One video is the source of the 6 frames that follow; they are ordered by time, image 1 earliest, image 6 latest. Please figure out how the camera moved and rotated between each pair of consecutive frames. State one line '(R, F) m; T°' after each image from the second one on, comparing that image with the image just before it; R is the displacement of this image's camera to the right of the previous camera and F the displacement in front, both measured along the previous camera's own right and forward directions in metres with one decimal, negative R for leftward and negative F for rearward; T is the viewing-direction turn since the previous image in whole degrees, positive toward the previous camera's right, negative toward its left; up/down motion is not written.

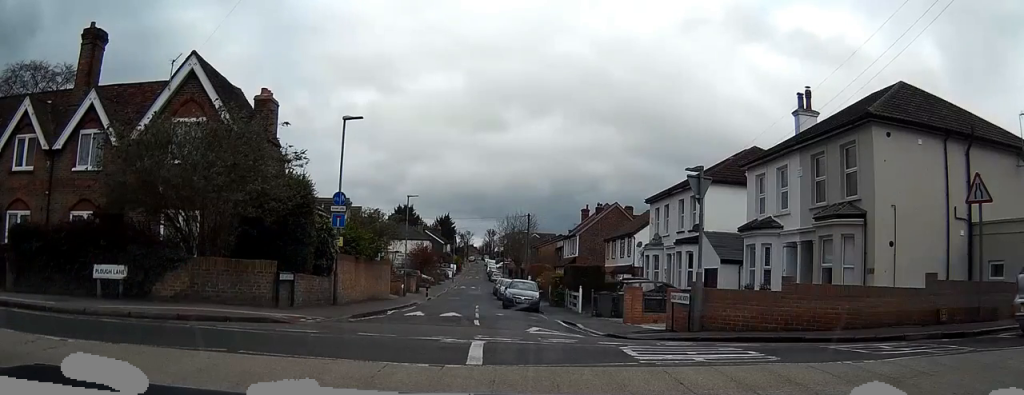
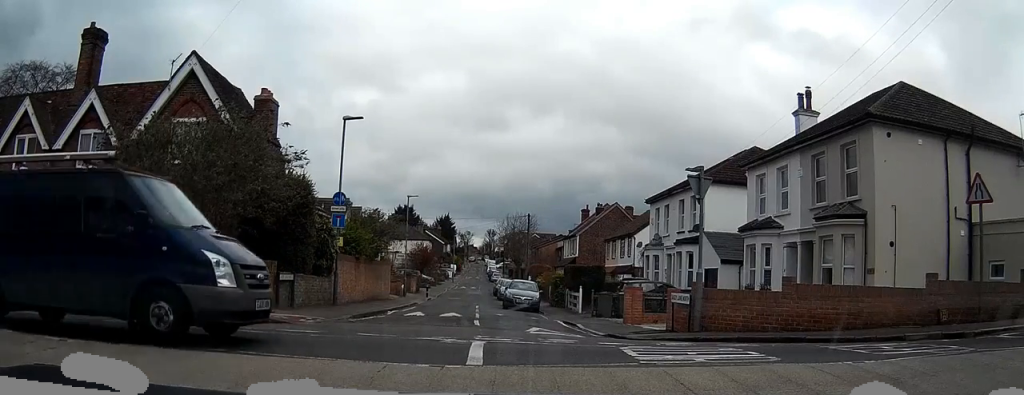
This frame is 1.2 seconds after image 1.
(0.0, +0.3) m; 0°
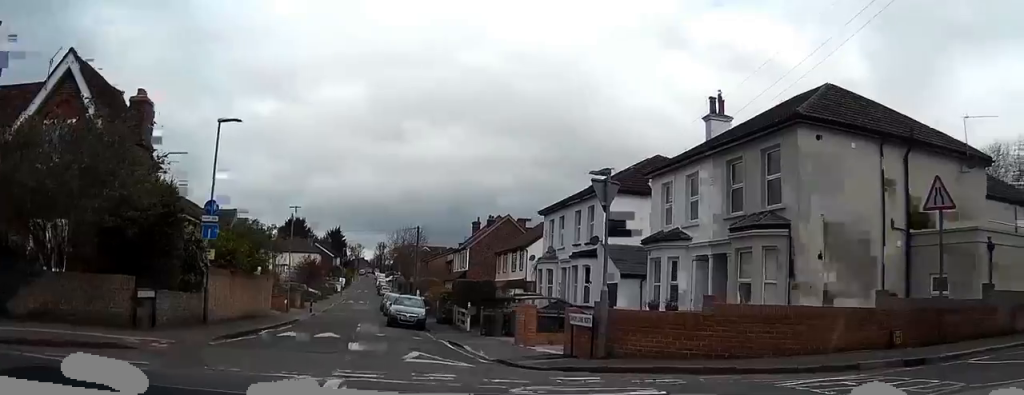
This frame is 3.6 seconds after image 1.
(0.0, +3.2) m; +16°
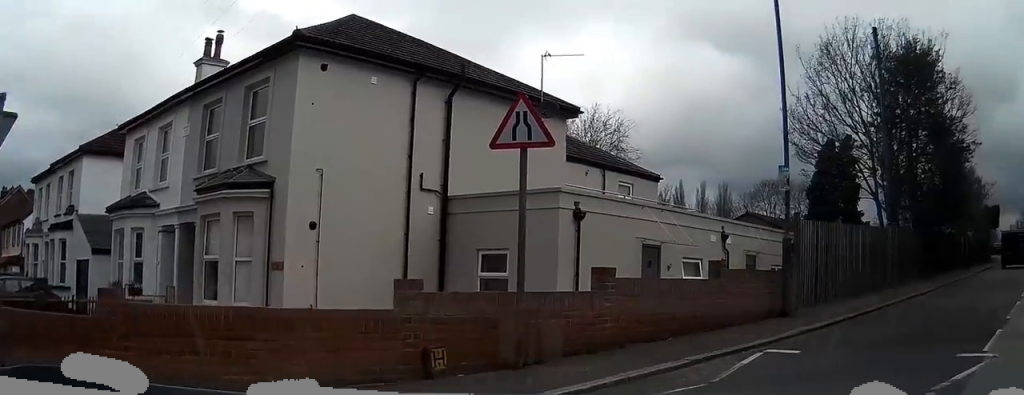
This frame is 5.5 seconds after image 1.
(+1.8, +5.0) m; +37°
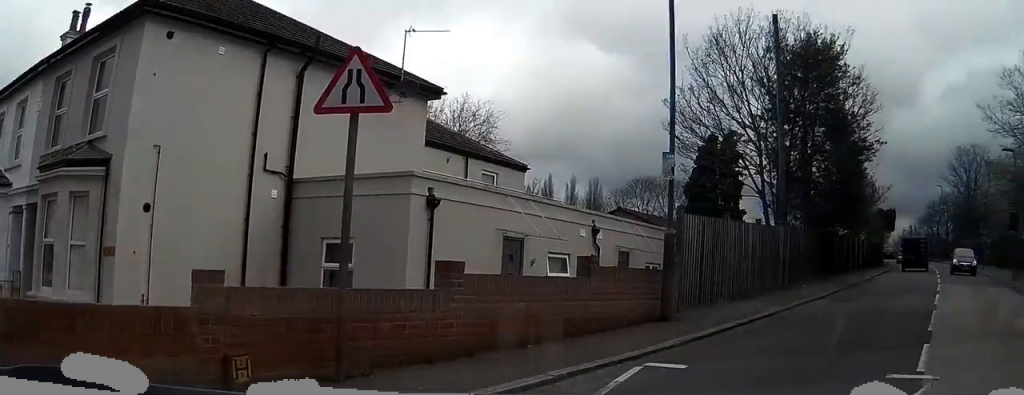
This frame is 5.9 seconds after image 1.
(+0.1, +1.5) m; +7°
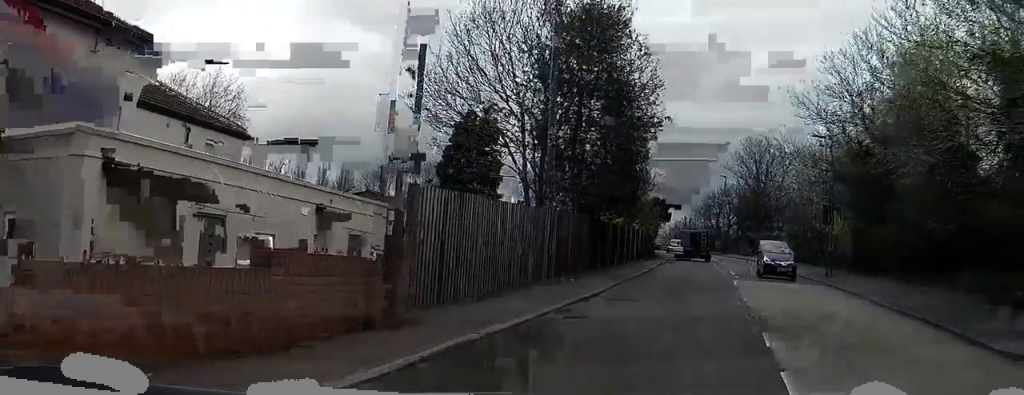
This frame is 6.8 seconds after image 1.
(+0.4, +3.5) m; +11°
